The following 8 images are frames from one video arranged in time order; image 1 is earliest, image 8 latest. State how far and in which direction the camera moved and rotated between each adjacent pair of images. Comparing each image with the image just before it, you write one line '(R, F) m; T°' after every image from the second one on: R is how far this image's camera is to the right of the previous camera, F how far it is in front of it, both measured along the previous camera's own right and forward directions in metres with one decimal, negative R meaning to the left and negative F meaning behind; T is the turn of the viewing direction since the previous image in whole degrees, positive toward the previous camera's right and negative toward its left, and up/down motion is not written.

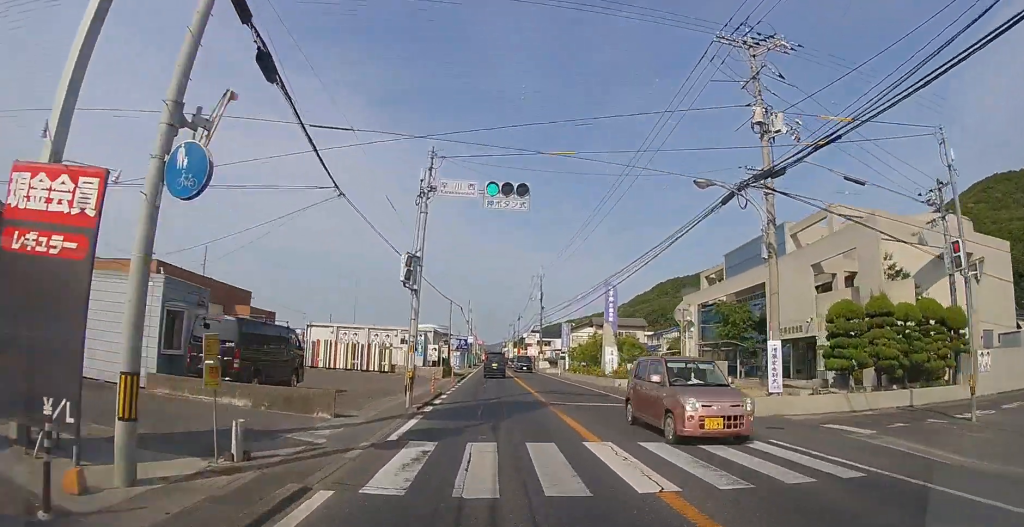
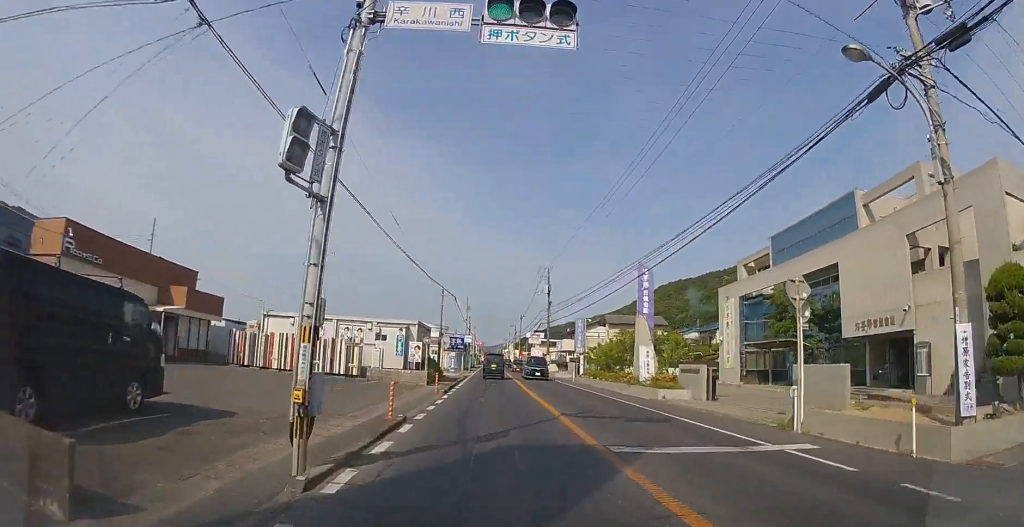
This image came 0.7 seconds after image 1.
(0.0, +7.6) m; 0°
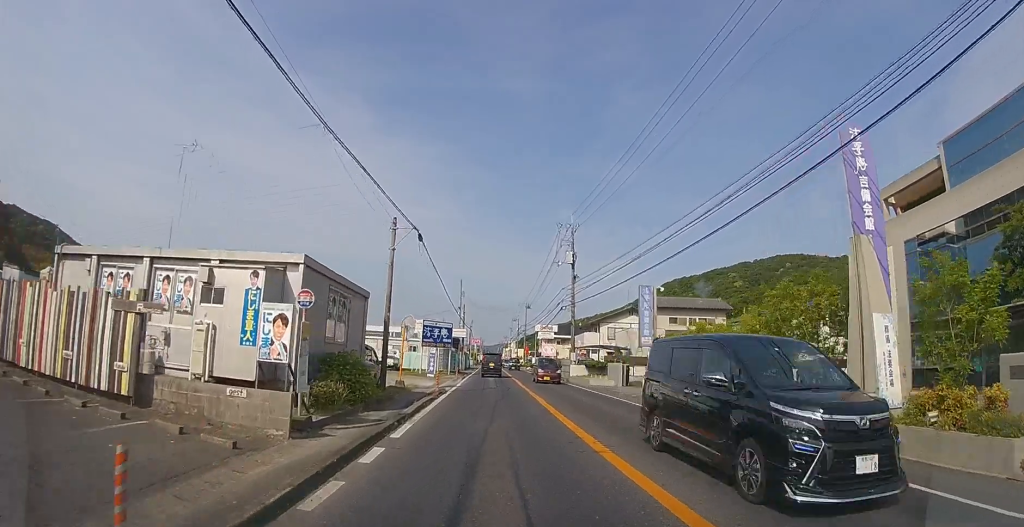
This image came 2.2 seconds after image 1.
(0.0, +16.7) m; 0°
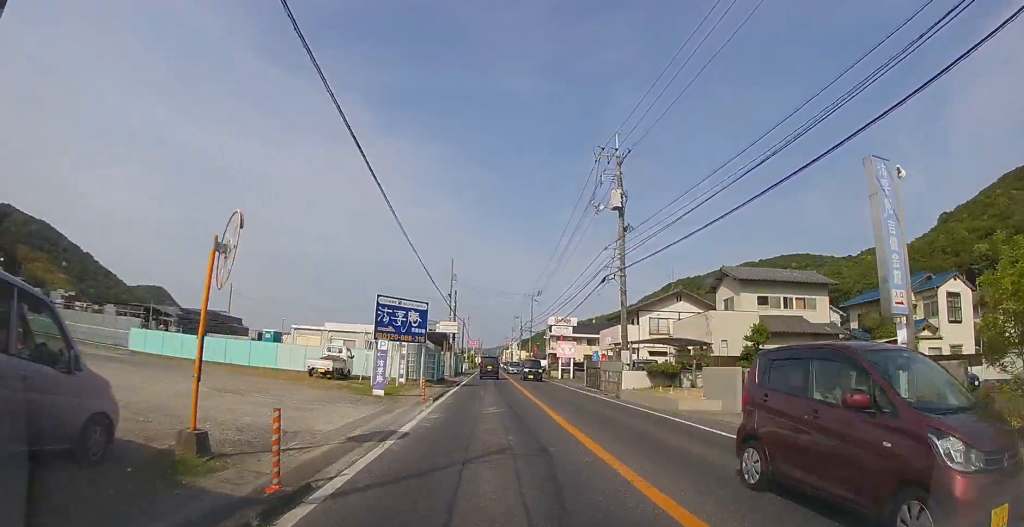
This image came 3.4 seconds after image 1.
(0.0, +14.6) m; 0°
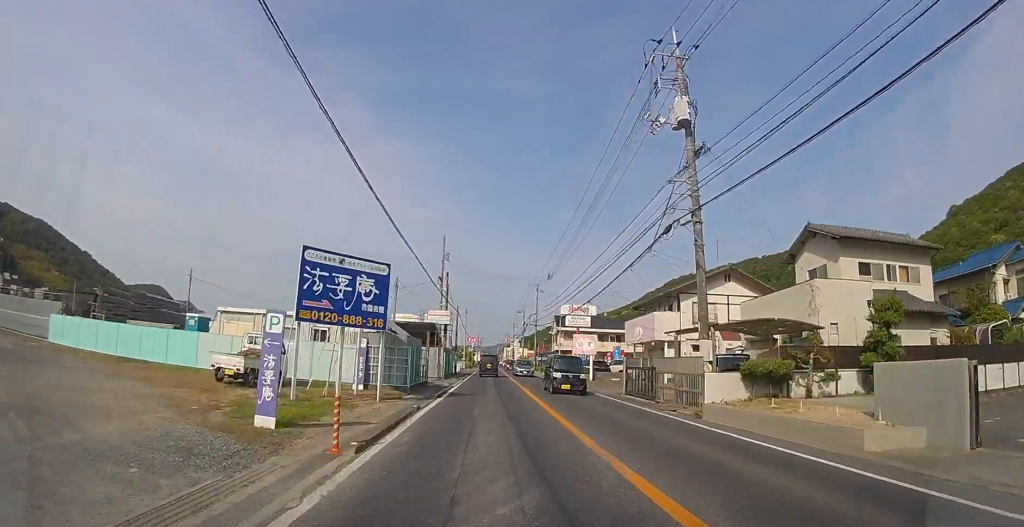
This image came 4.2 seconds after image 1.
(0.0, +8.8) m; 0°
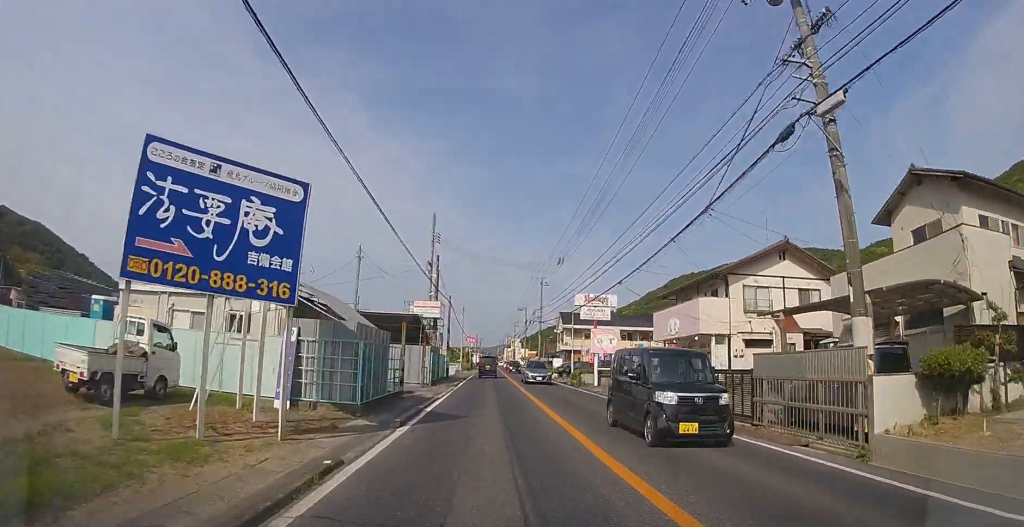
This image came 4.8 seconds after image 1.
(0.0, +7.0) m; 0°
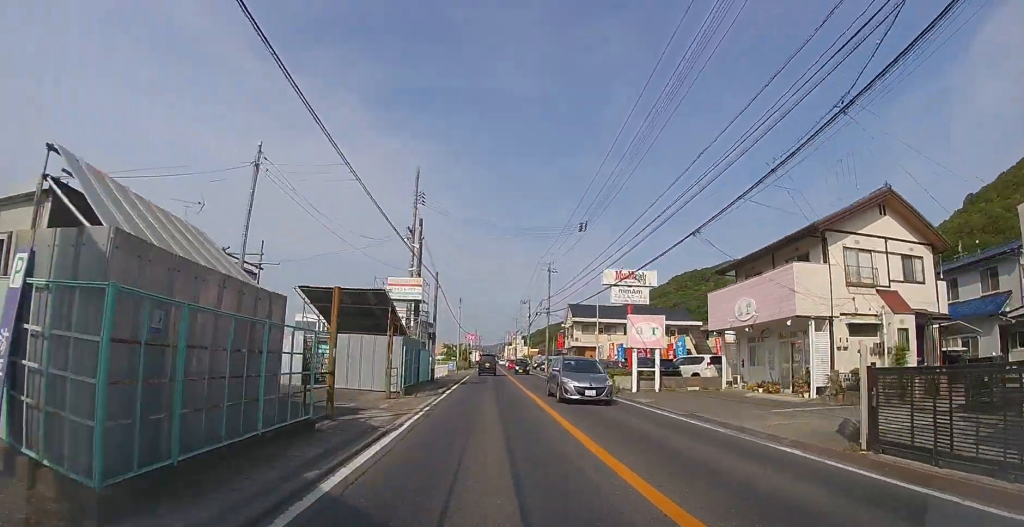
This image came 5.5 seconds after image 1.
(0.0, +8.5) m; 0°
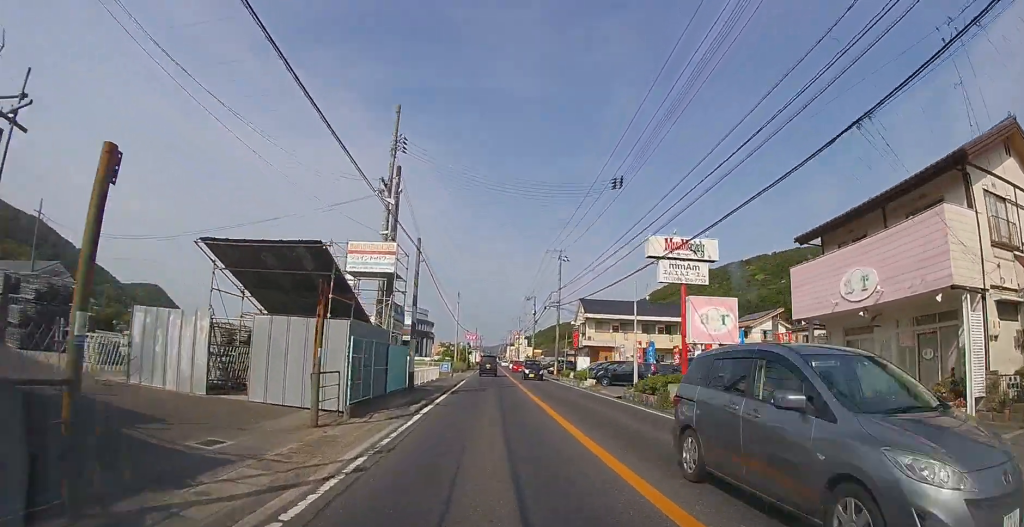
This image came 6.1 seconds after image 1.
(0.0, +7.1) m; 0°
